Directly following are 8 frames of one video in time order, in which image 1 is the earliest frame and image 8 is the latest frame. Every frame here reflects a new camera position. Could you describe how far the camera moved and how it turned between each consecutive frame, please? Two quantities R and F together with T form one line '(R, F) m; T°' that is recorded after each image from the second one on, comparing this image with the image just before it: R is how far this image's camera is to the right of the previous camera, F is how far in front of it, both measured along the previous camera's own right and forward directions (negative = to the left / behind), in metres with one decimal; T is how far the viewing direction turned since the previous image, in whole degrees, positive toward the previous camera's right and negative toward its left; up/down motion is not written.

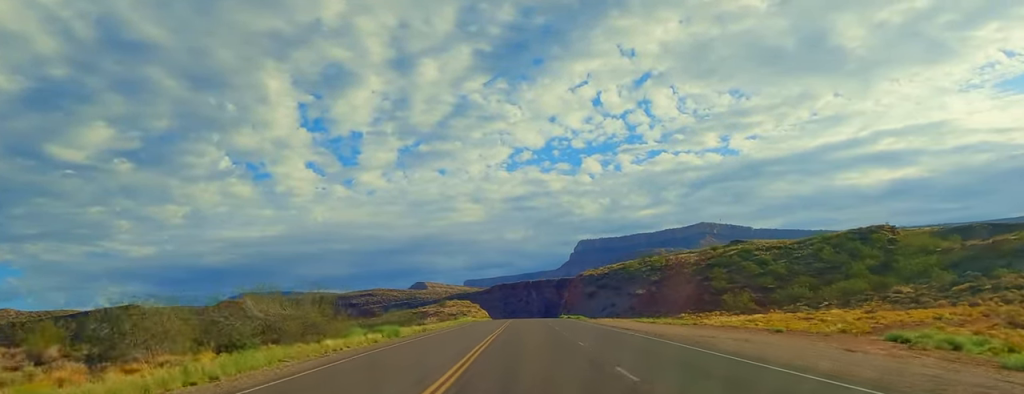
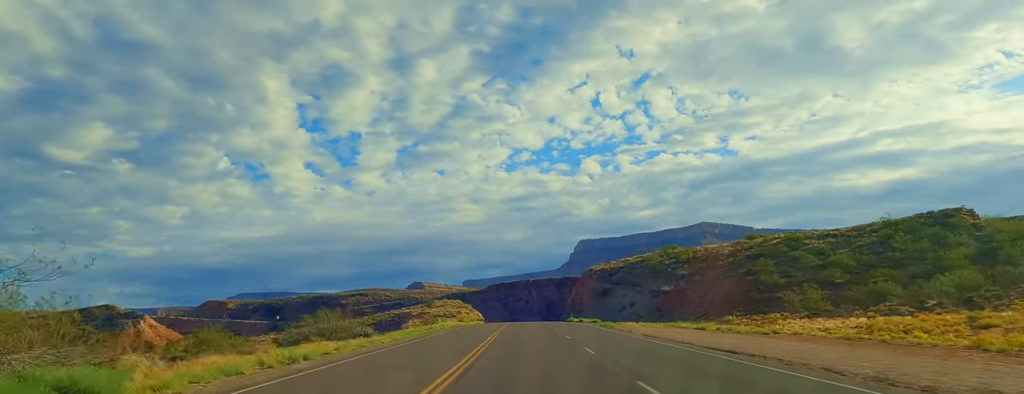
(+0.2, +27.2) m; +1°
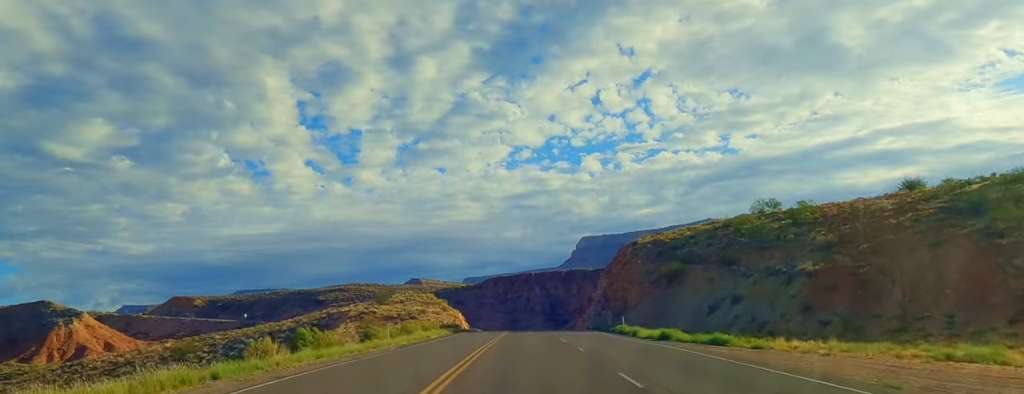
(+1.2, +57.2) m; +1°
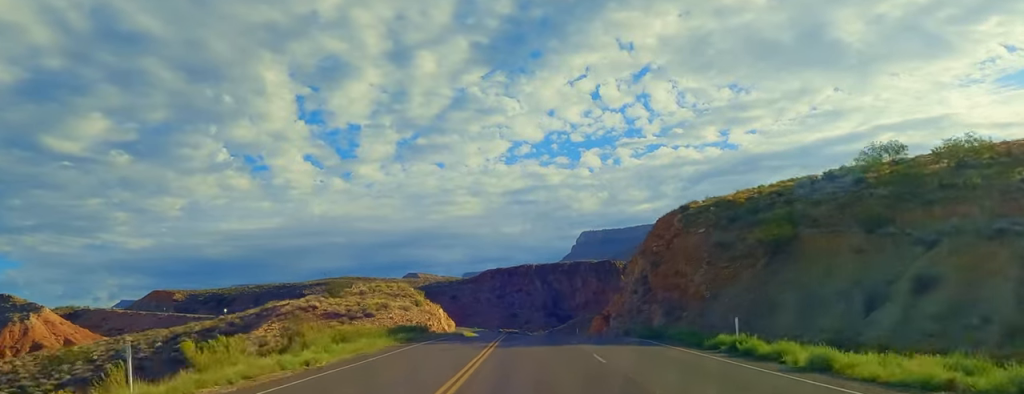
(-0.4, +28.2) m; 0°
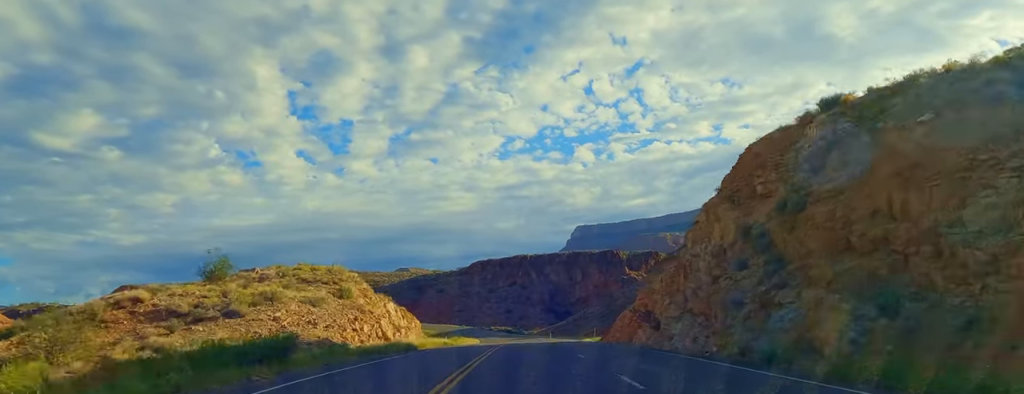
(-0.2, +31.4) m; -1°
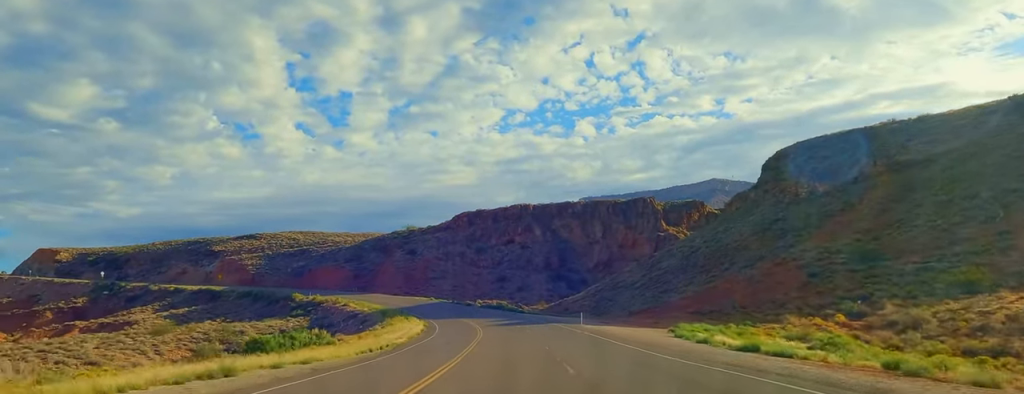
(-1.4, +80.2) m; -3°
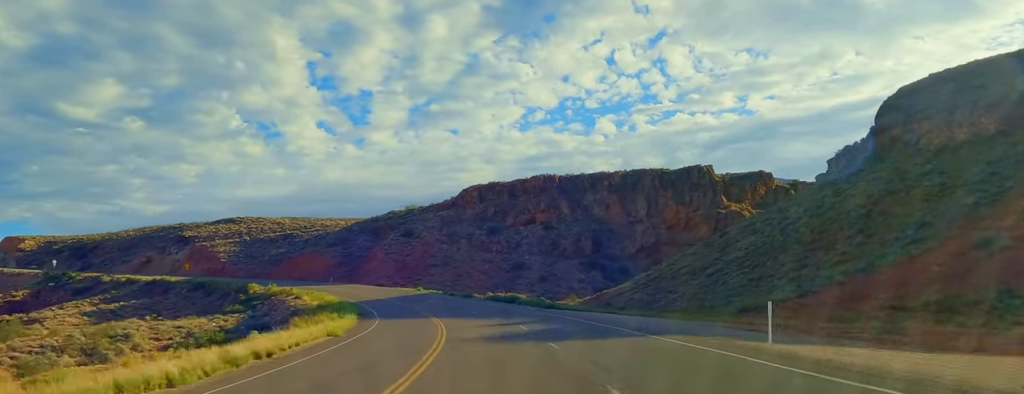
(-0.8, +45.2) m; -5°
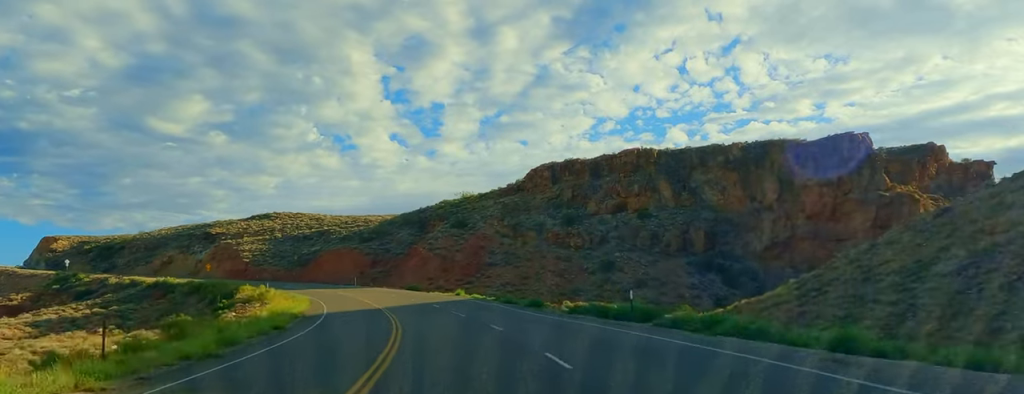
(-3.0, +41.9) m; -8°
